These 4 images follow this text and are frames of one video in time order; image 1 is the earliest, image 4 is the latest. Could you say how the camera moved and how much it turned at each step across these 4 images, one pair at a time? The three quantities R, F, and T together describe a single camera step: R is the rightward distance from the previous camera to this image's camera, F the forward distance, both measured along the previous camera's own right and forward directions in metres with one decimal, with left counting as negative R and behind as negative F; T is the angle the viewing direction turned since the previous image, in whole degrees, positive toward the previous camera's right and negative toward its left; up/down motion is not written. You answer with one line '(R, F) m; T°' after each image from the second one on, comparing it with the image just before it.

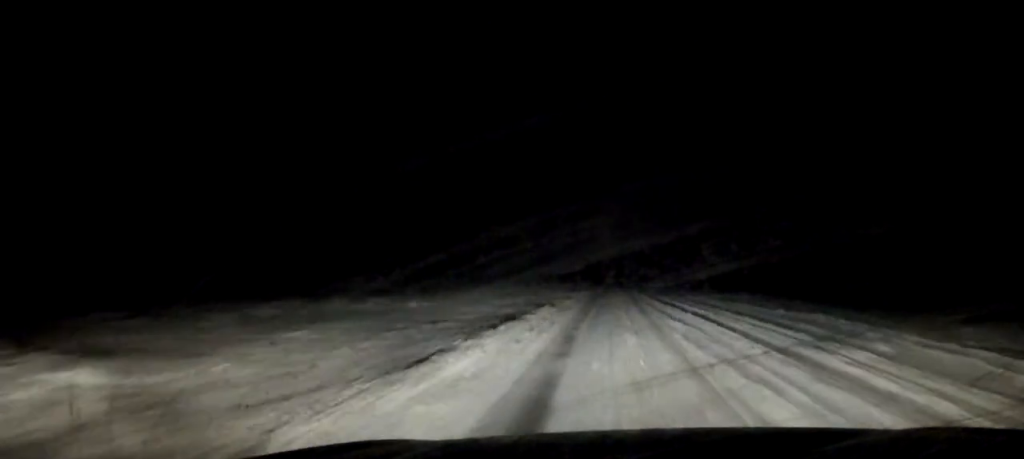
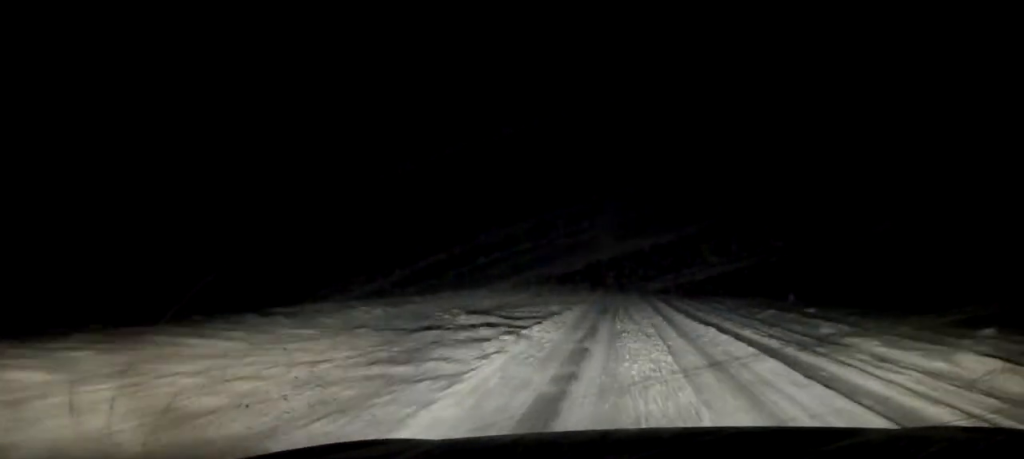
(-0.1, +27.2) m; 0°
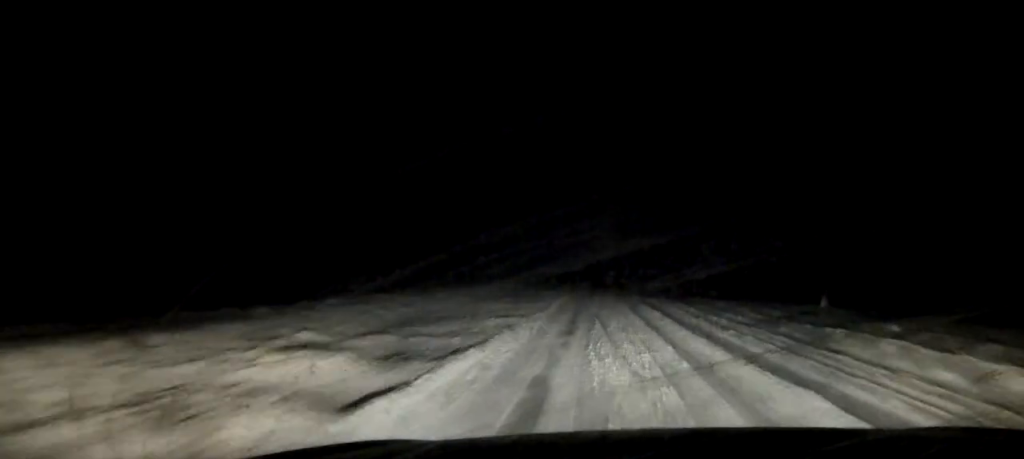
(0.0, +9.3) m; 0°
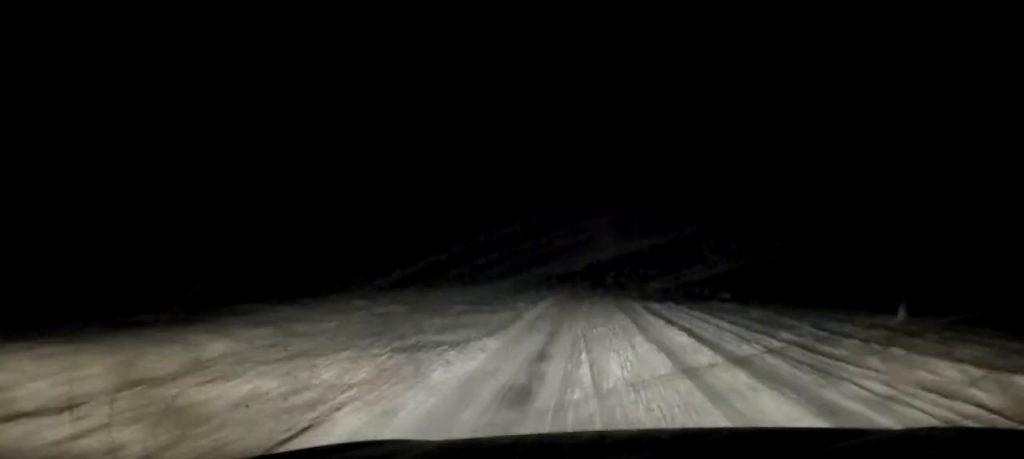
(0.0, +7.8) m; 0°
